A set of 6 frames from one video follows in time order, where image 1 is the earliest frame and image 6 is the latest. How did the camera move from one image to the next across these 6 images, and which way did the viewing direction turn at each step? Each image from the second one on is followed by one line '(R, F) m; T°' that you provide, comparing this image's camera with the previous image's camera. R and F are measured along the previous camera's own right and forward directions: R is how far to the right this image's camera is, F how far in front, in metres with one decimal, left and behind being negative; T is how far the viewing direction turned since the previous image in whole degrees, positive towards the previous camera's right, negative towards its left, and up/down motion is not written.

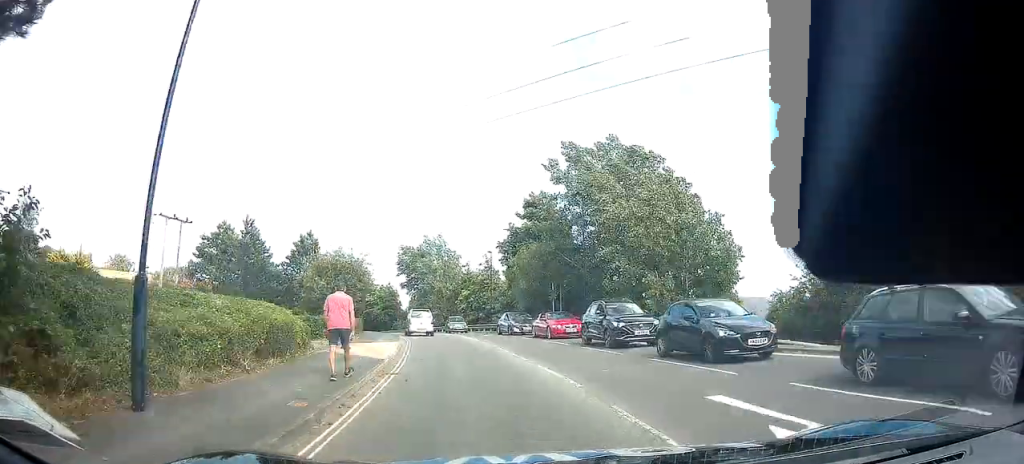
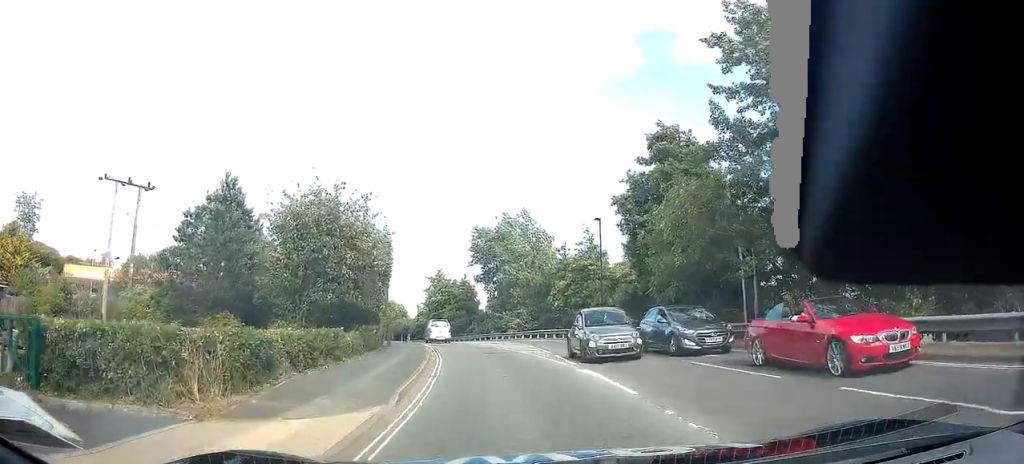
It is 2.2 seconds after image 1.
(-1.1, +17.2) m; -10°
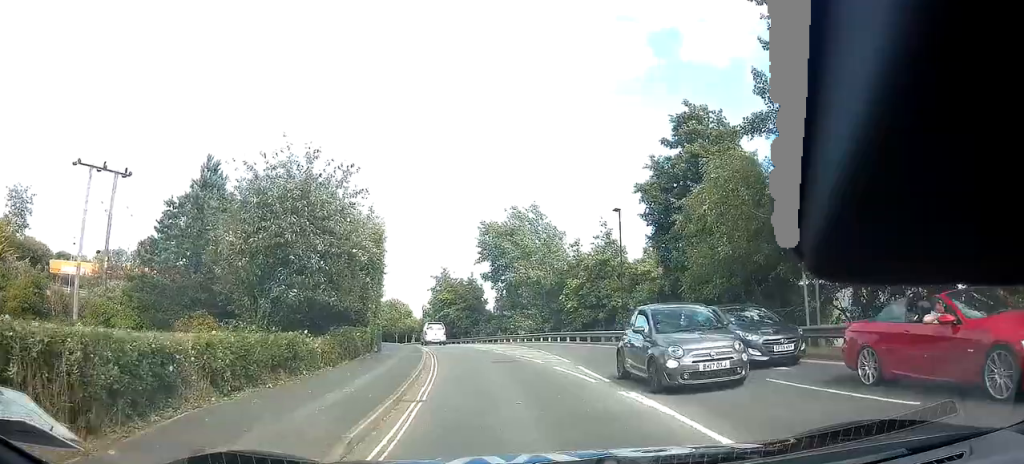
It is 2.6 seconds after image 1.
(-0.1, +3.6) m; -1°
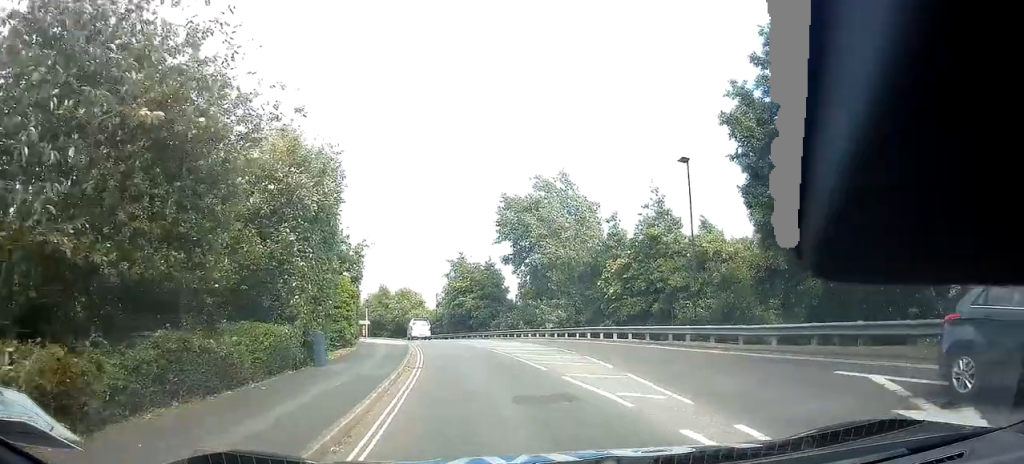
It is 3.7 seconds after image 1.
(-0.4, +10.2) m; 0°
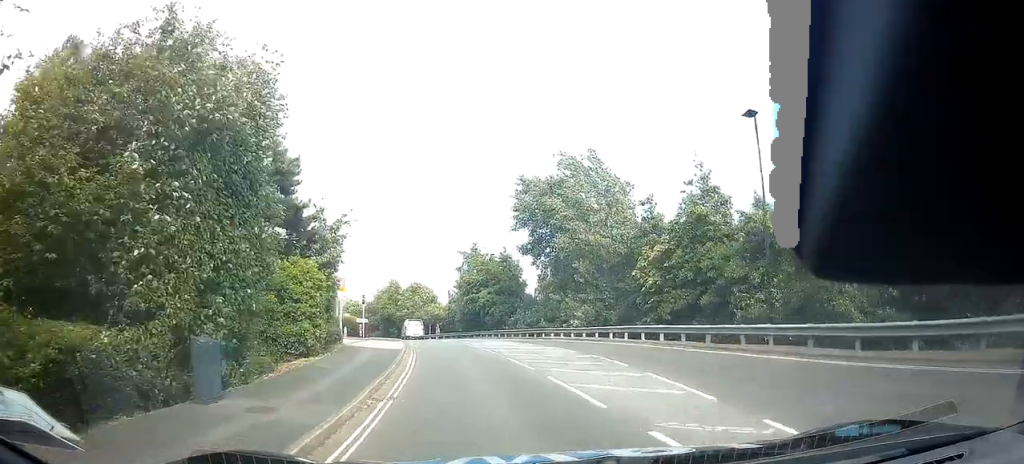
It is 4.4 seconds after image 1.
(+0.4, +6.6) m; +1°
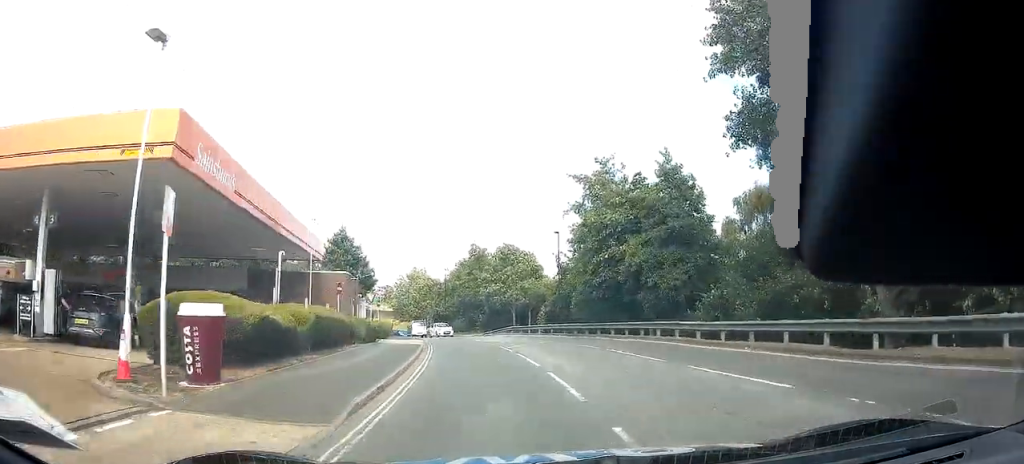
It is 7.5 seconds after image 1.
(+0.2, +31.1) m; -3°
